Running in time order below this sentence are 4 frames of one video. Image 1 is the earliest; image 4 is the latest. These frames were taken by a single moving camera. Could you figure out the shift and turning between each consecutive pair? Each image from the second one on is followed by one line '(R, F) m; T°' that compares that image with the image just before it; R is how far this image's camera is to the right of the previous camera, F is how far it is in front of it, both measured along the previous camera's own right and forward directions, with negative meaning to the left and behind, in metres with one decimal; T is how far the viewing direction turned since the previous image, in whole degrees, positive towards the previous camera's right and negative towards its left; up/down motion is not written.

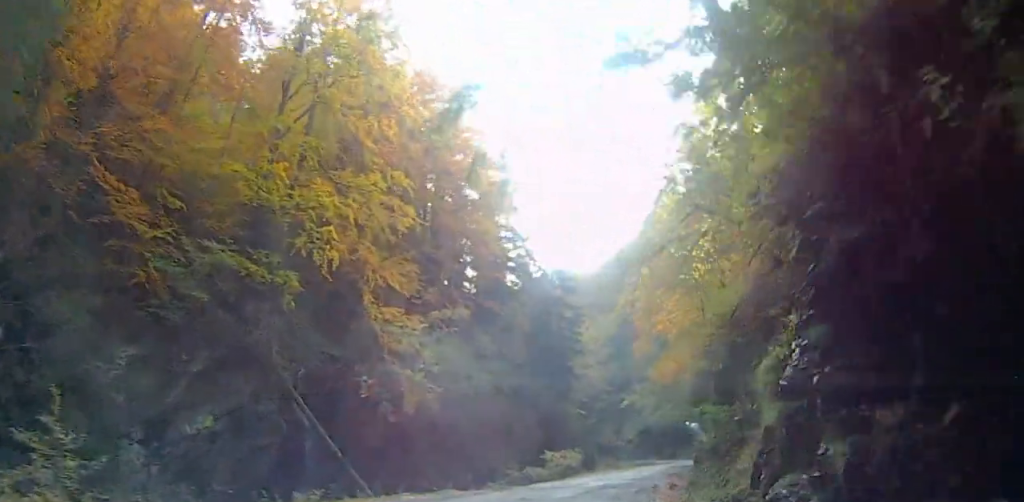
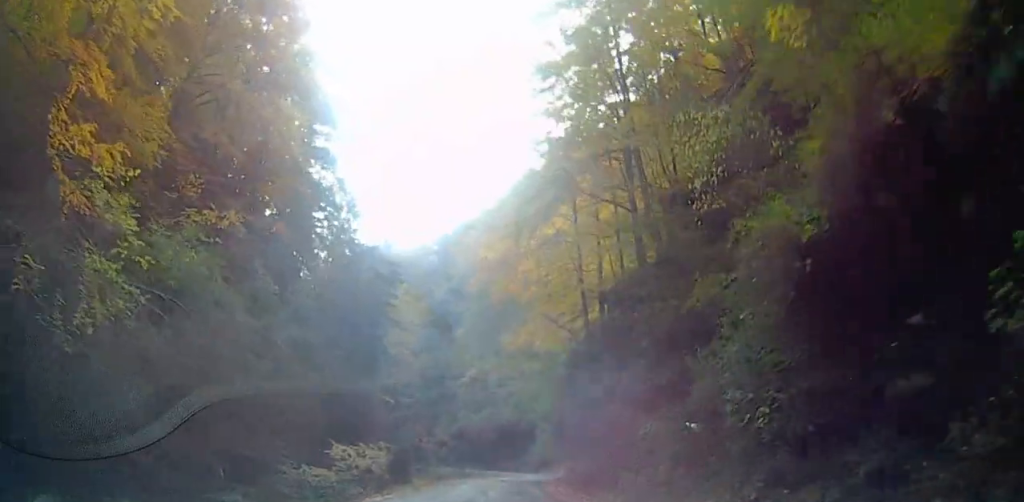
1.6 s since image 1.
(+2.3, +19.7) m; +2°
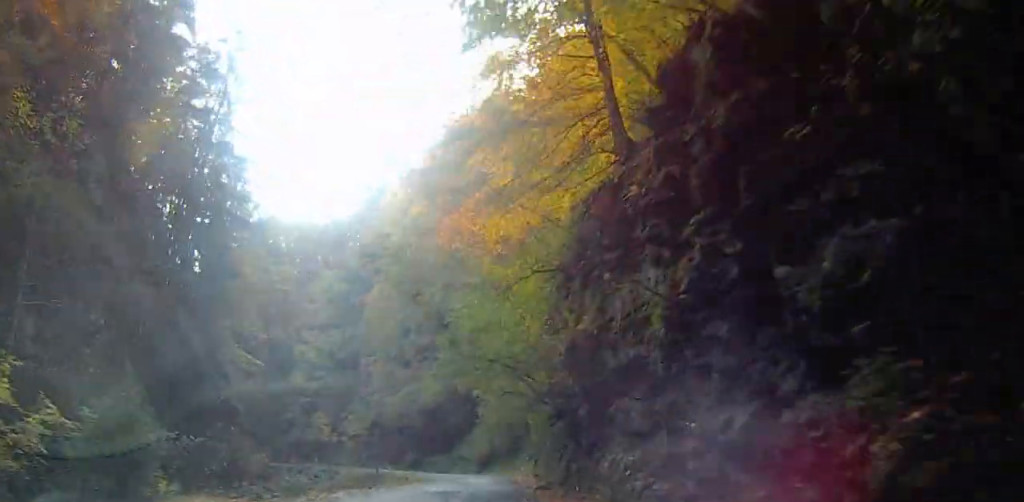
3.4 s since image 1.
(-1.0, +23.0) m; +3°
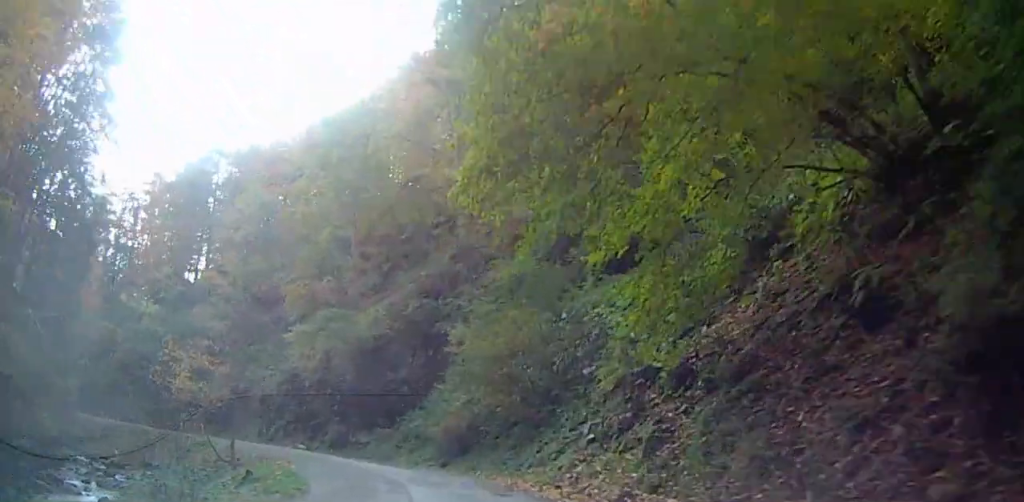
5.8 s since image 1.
(+2.2, +30.6) m; +10°
